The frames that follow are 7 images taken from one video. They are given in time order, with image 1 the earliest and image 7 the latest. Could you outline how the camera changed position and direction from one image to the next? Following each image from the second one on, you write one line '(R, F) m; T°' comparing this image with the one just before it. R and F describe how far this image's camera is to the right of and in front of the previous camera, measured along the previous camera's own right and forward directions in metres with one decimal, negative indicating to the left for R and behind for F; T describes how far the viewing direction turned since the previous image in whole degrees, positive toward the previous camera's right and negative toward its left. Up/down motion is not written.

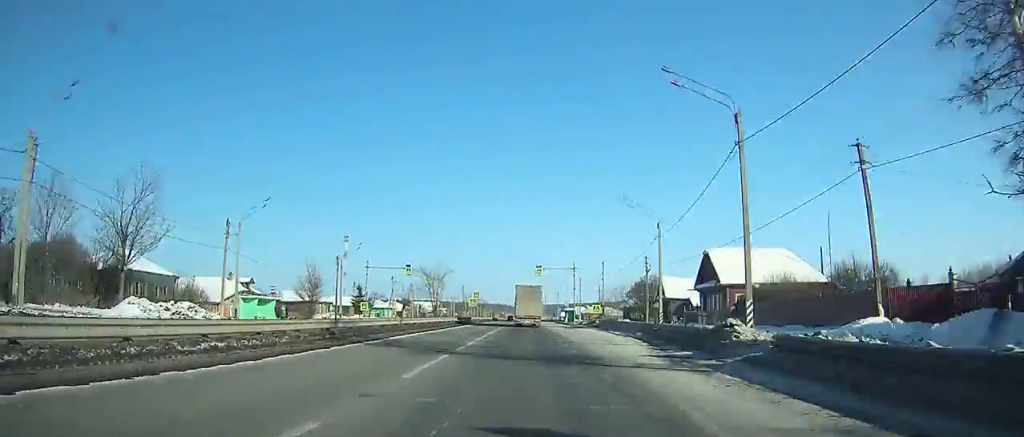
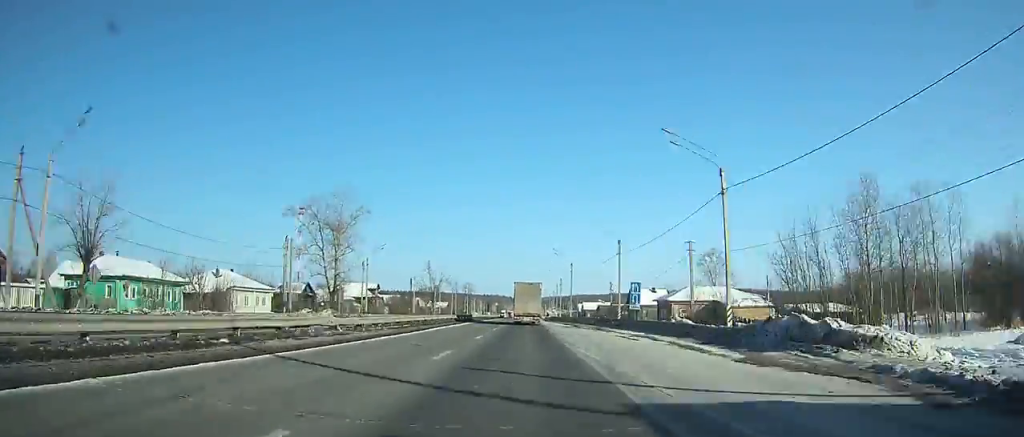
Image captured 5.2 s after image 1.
(+0.2, +113.2) m; 0°
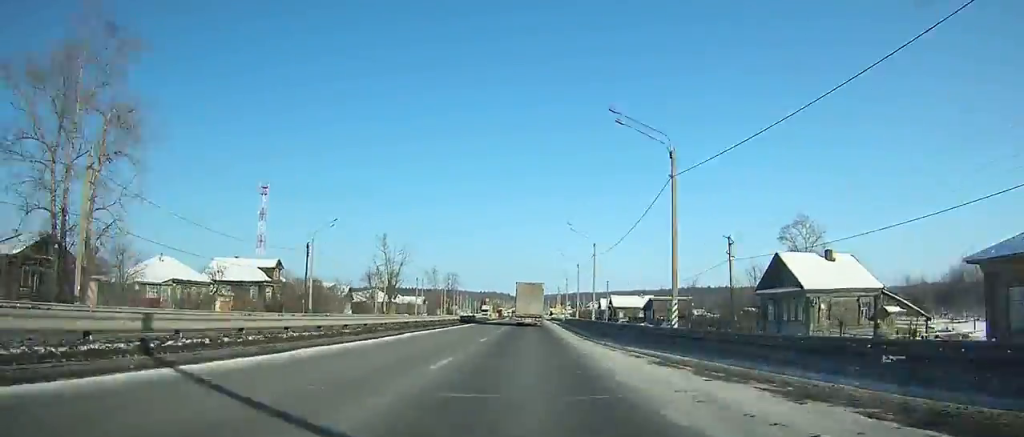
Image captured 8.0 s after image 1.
(0.0, +61.5) m; 0°
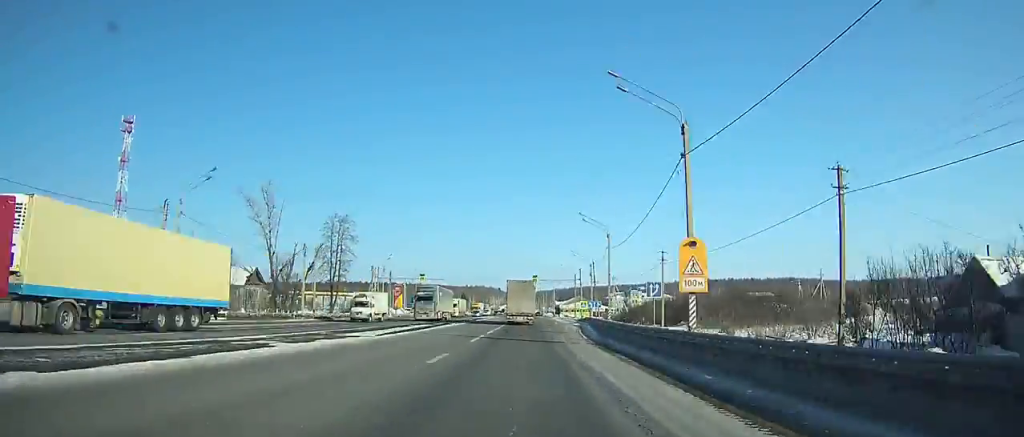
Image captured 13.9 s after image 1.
(+0.8, +128.4) m; 0°
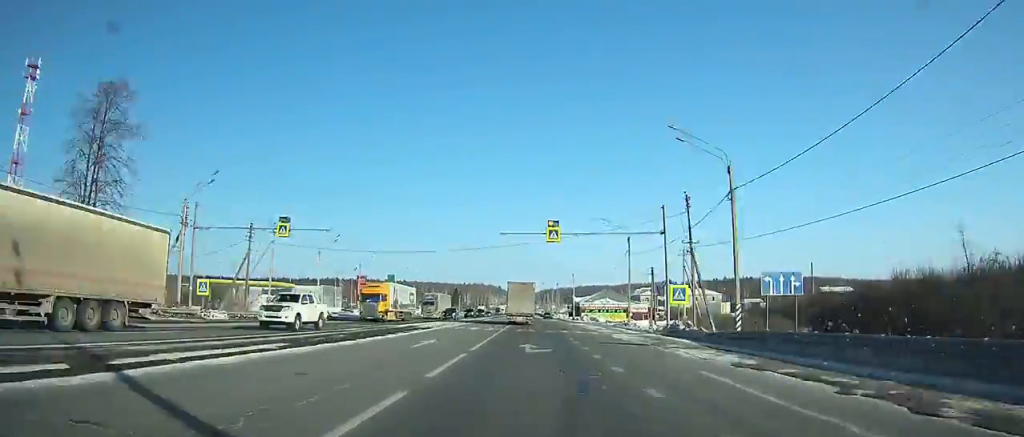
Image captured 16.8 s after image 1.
(-0.2, +61.9) m; 0°
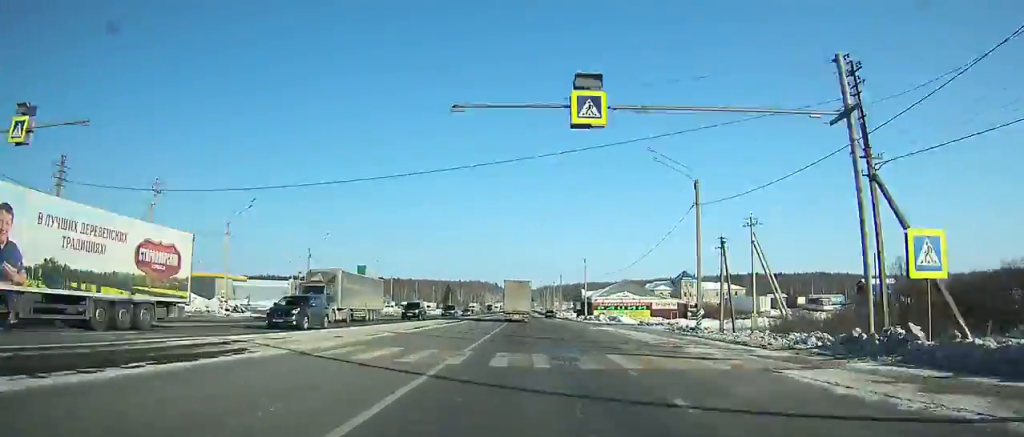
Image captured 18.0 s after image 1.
(0.0, +25.5) m; 0°
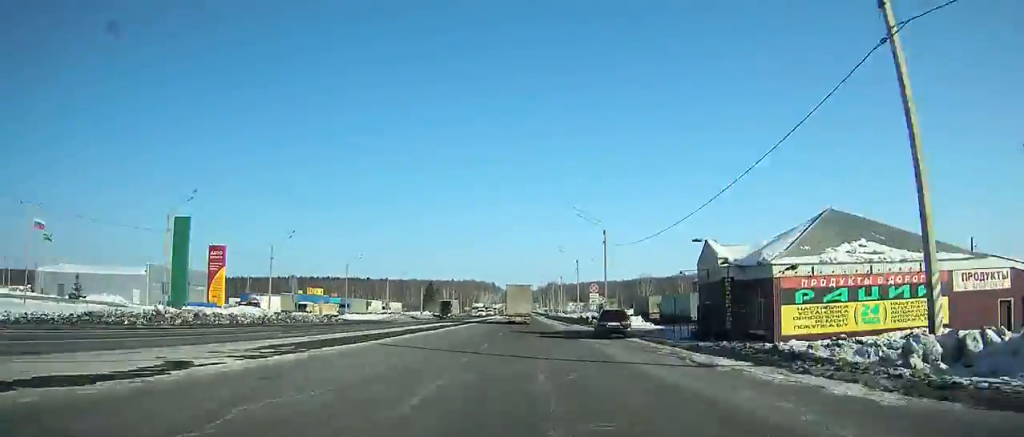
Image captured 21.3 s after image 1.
(0.0, +69.6) m; 0°
